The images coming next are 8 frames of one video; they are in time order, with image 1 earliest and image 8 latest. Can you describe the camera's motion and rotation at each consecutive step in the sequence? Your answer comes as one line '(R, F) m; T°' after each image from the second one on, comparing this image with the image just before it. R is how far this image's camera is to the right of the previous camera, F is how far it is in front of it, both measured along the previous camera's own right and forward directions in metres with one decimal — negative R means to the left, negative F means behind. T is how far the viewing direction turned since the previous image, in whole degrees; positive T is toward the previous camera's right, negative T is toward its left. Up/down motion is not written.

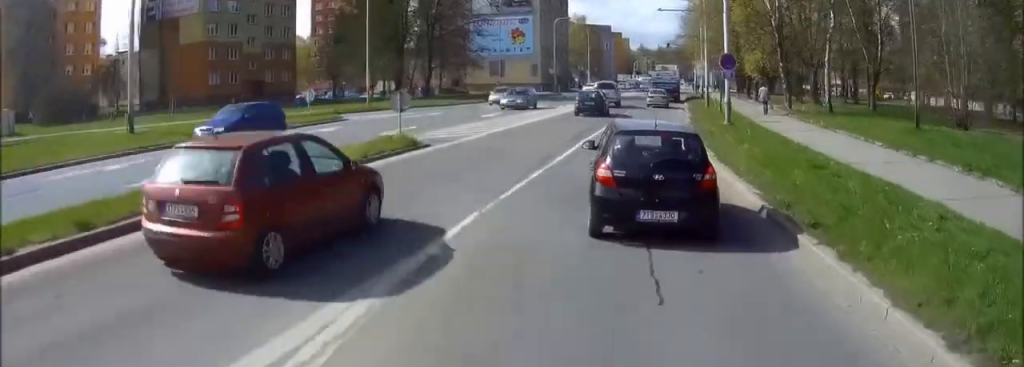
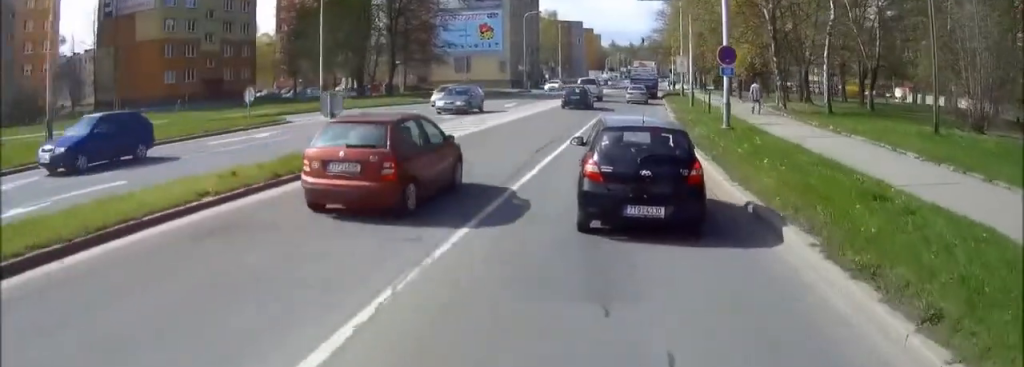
(0.0, +3.6) m; 0°
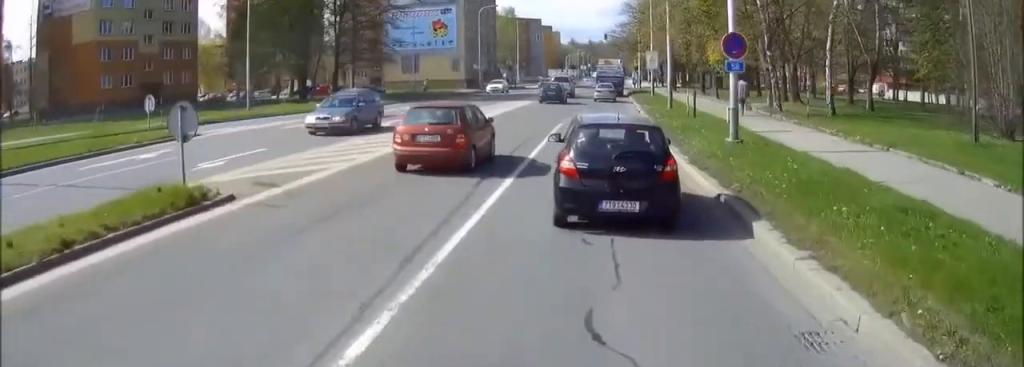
(0.0, +4.8) m; 0°
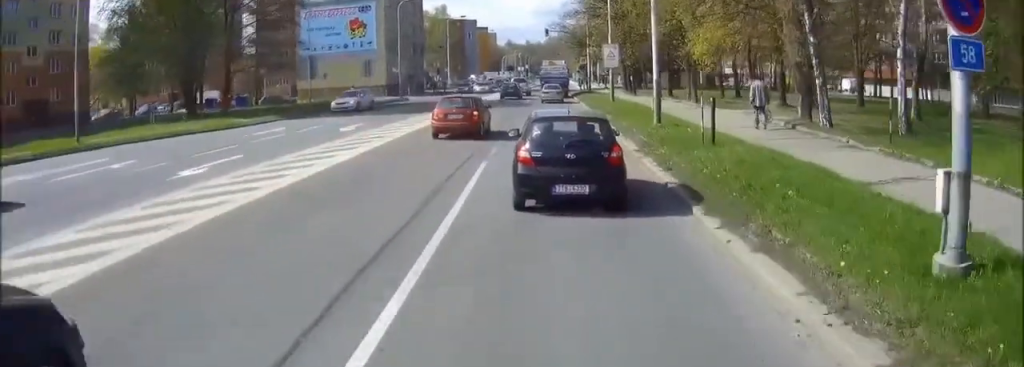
(0.0, +11.3) m; 0°
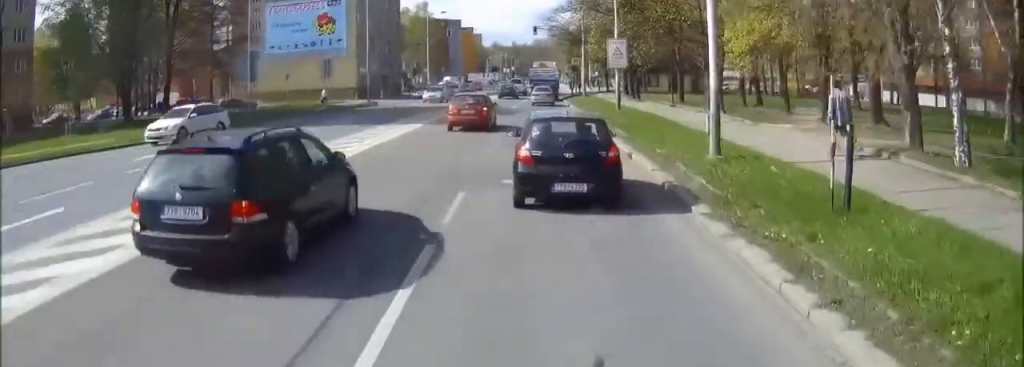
(0.0, +8.1) m; 0°
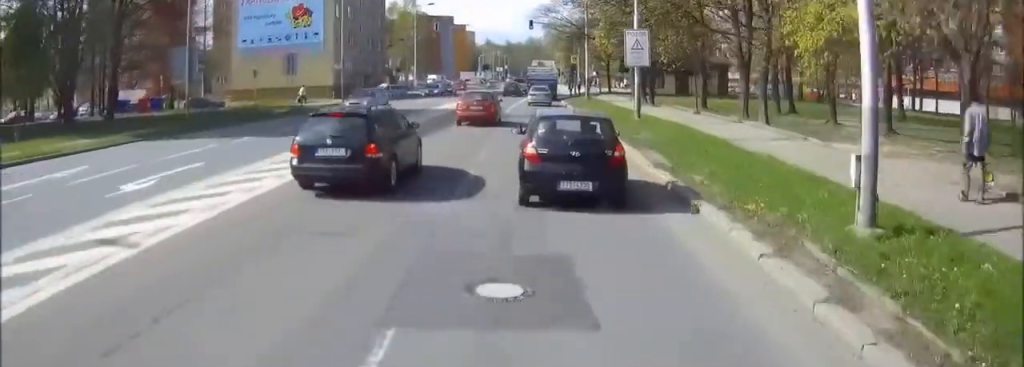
(0.0, +7.0) m; 0°
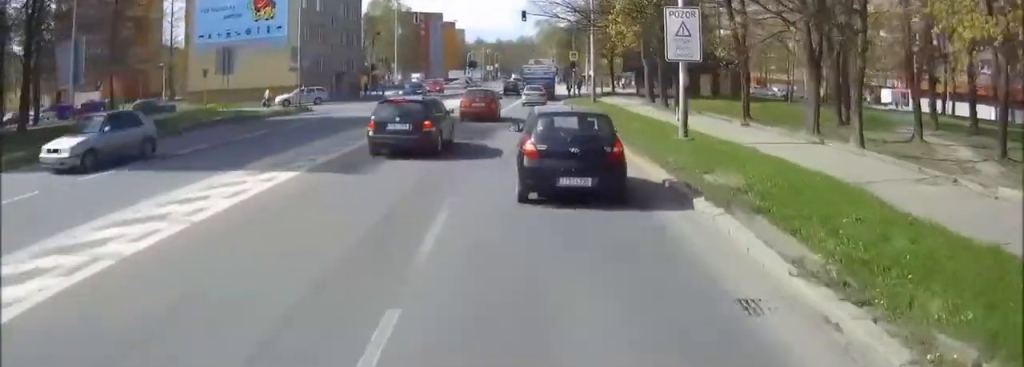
(0.0, +8.8) m; 0°
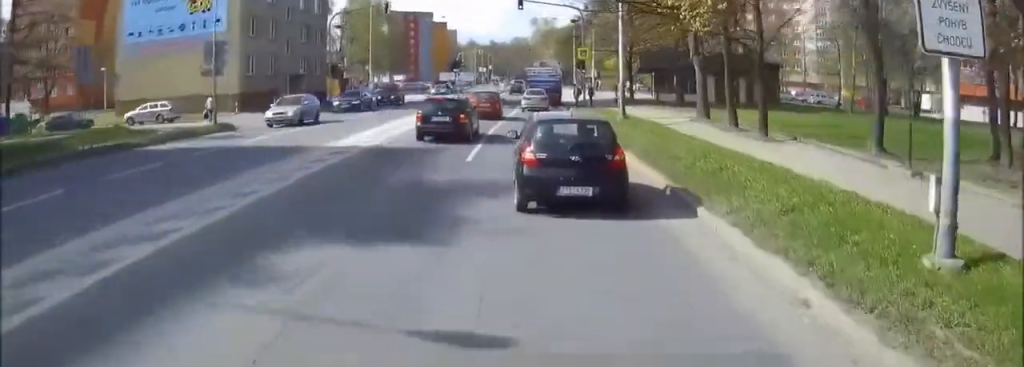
(0.0, +12.3) m; 0°
